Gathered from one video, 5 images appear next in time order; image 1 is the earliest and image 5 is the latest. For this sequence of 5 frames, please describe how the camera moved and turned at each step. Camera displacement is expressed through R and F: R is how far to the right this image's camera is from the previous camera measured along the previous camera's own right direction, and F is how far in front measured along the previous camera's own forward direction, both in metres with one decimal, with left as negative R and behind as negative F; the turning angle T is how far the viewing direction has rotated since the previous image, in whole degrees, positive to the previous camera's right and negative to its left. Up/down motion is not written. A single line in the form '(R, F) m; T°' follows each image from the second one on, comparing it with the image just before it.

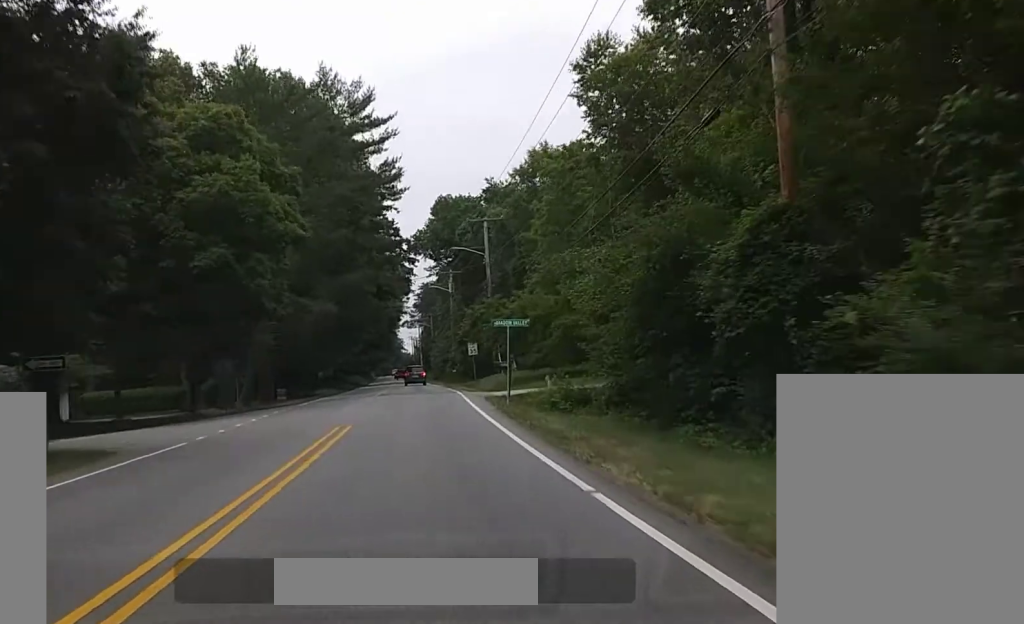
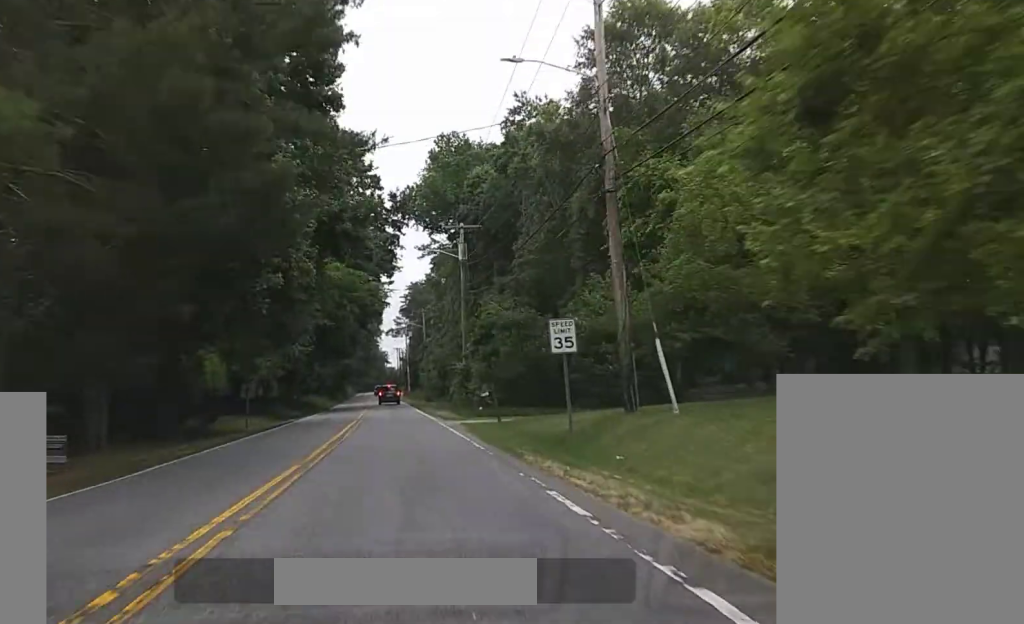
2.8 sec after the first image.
(-0.1, +44.9) m; -1°
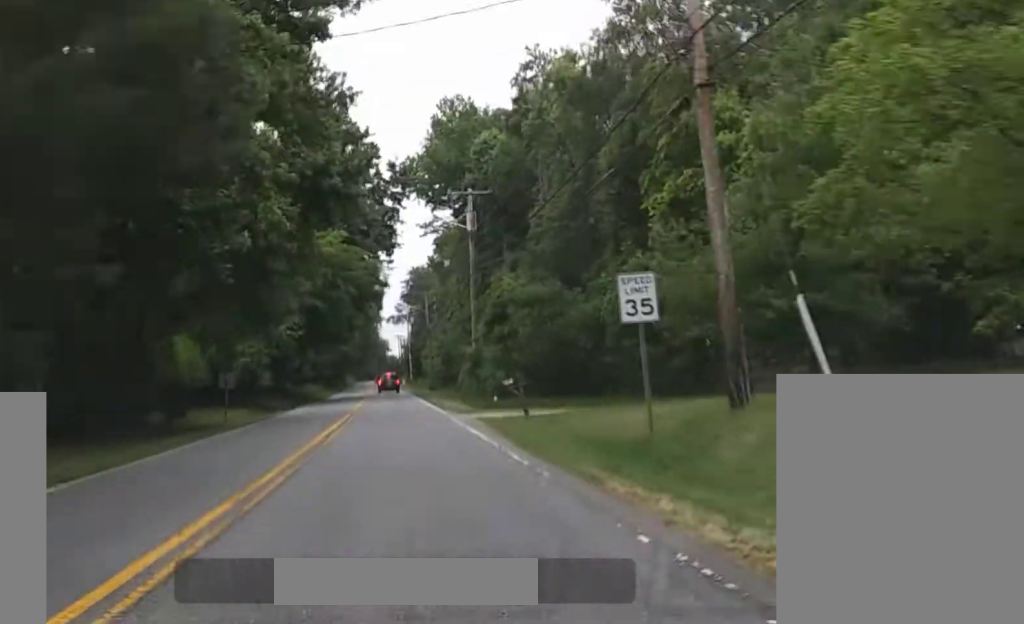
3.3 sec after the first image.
(0.0, +8.3) m; 0°
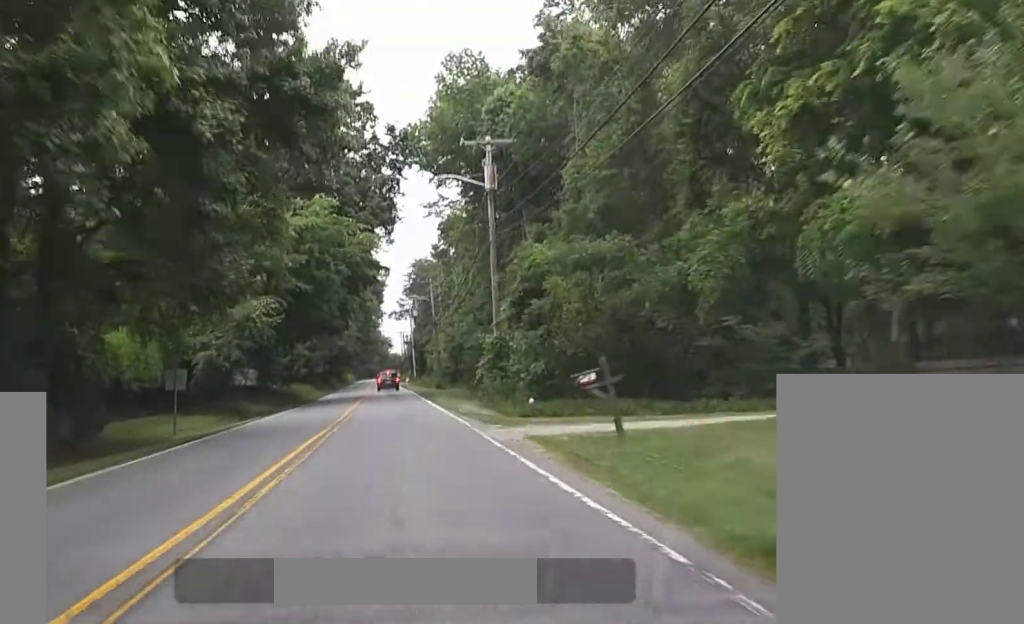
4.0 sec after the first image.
(-0.2, +12.0) m; -1°
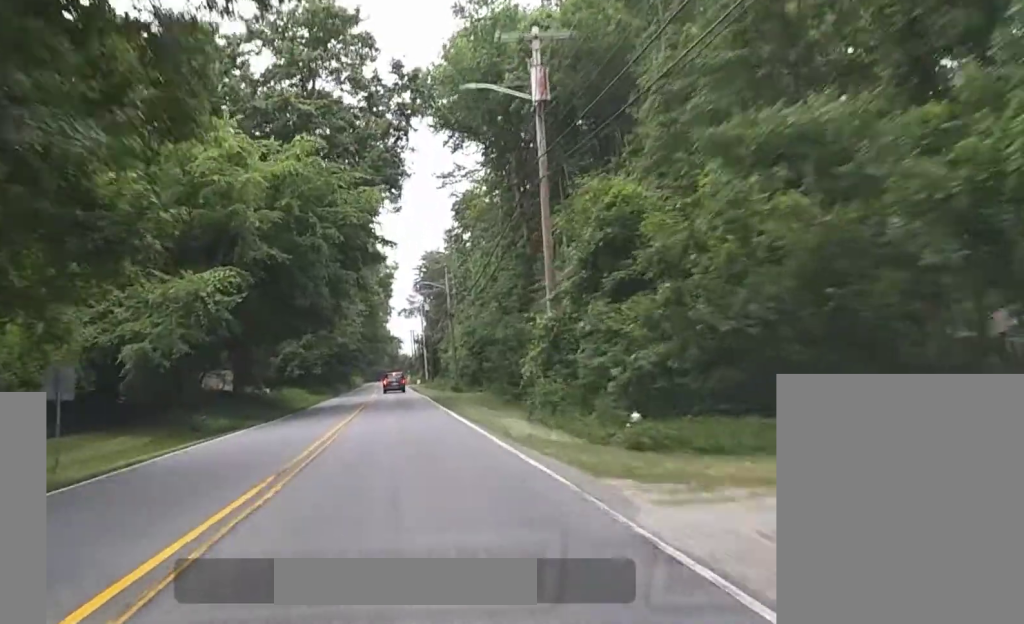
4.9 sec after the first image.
(0.0, +15.0) m; 0°
